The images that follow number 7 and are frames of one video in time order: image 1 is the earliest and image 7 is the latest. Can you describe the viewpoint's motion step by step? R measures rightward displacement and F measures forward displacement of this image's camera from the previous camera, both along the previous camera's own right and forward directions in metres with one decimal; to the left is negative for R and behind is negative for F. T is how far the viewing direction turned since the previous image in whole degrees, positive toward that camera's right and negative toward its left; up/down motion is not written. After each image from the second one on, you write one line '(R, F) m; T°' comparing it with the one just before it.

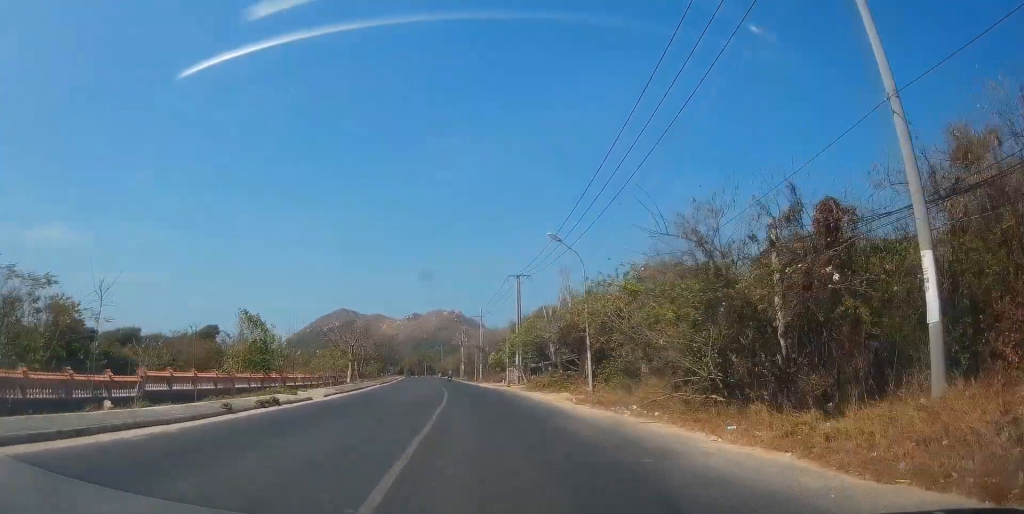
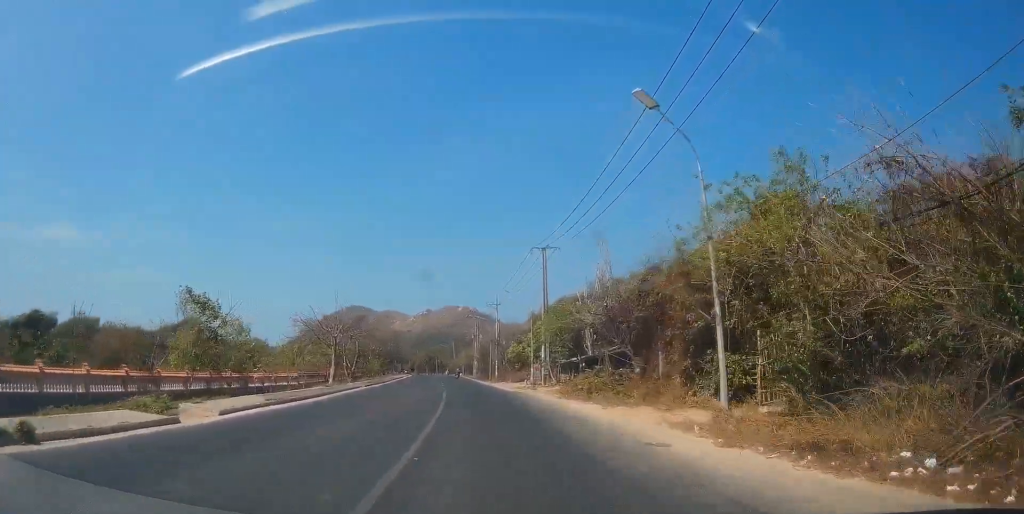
(+0.6, +14.9) m; -1°
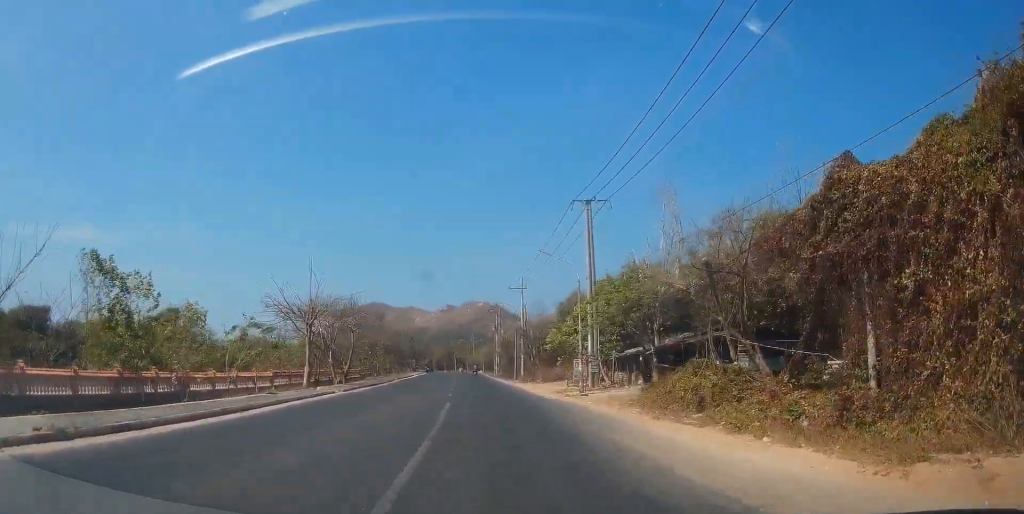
(-0.9, +15.2) m; 0°
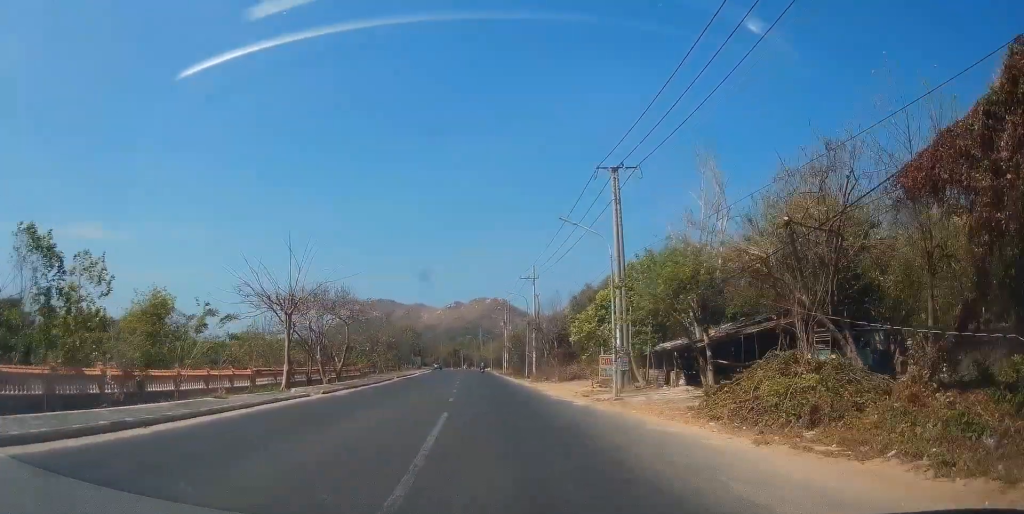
(+0.5, +6.8) m; 0°
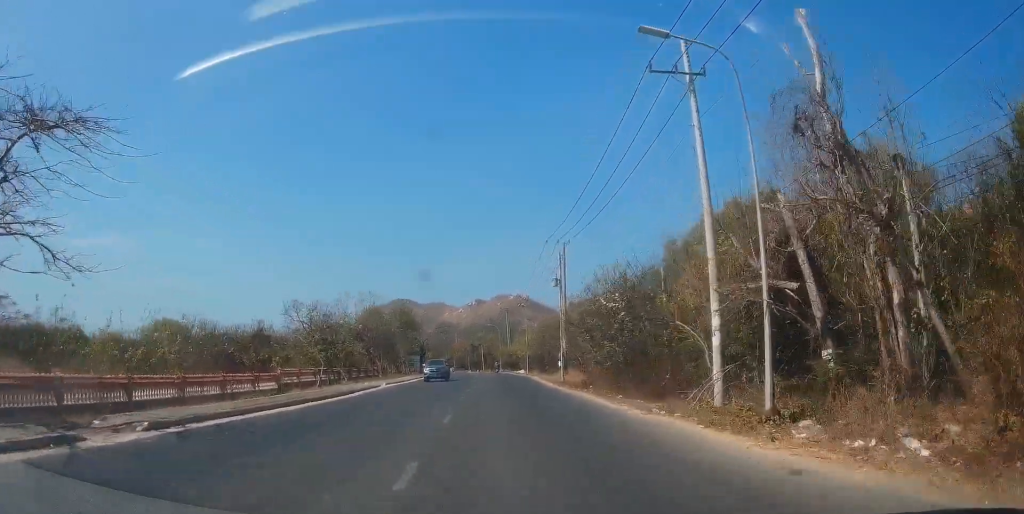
(-4.7, +50.2) m; -4°
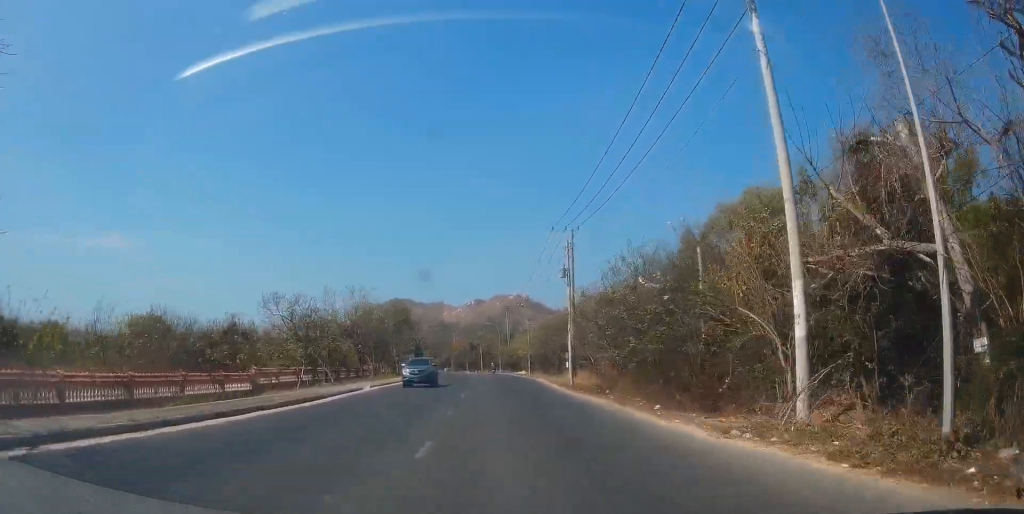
(0.0, +5.8) m; +1°
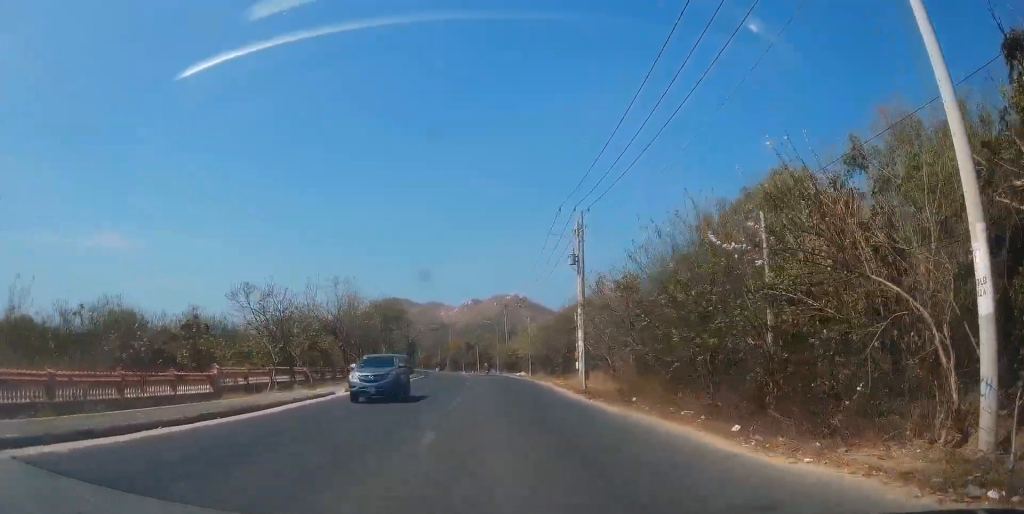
(0.0, +6.7) m; 0°
